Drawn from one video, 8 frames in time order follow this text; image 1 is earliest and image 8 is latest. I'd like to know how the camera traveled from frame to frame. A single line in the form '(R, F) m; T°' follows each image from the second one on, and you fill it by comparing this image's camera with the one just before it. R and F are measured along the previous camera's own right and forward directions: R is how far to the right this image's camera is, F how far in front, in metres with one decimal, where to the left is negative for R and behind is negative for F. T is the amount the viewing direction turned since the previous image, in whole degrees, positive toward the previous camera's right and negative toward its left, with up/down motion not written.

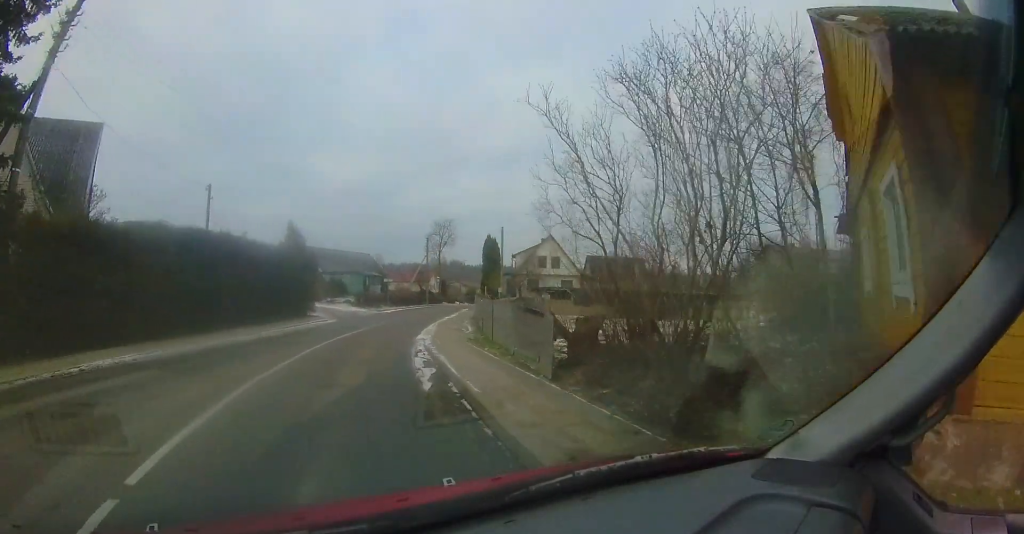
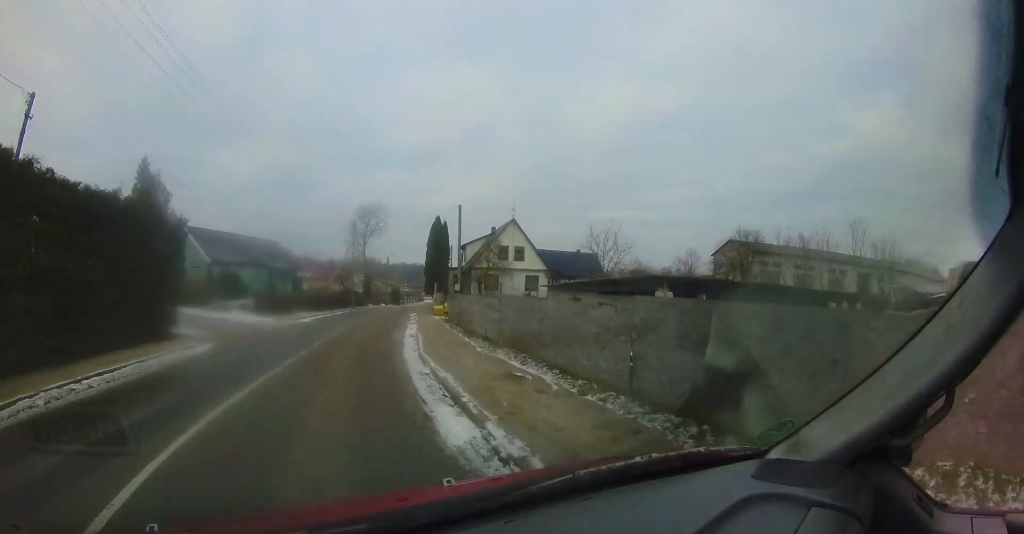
(+1.5, +9.5) m; +13°
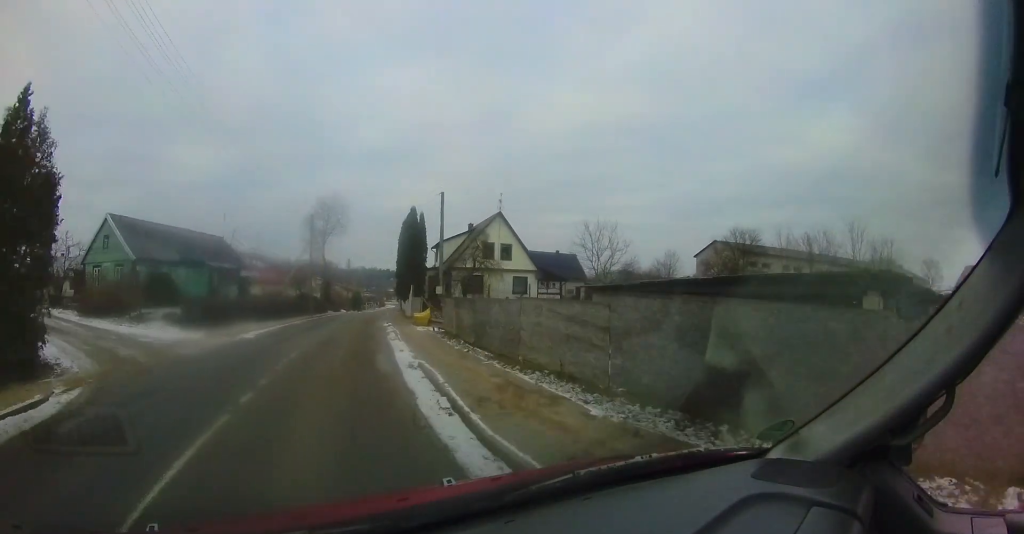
(+0.3, +5.1) m; +4°
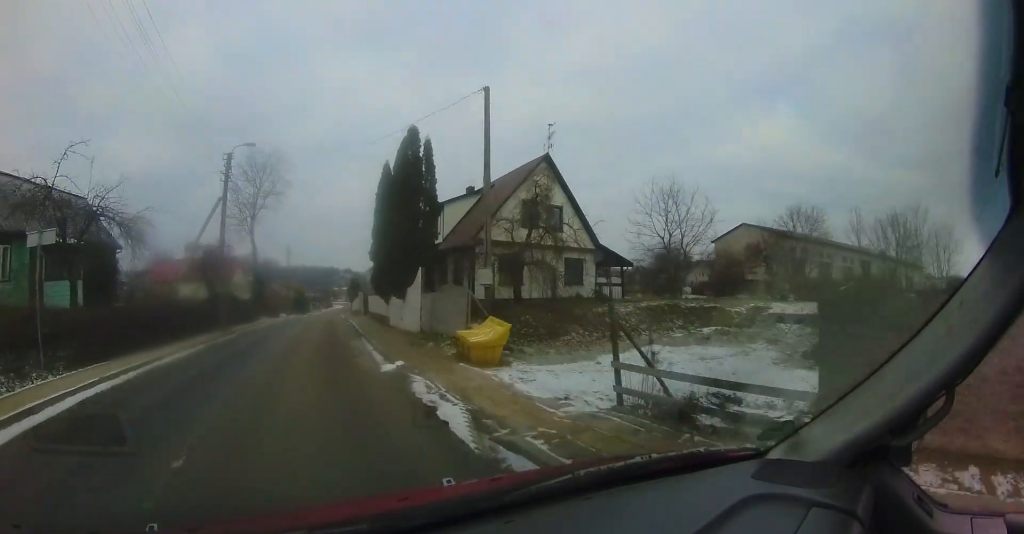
(+0.7, +13.4) m; +5°
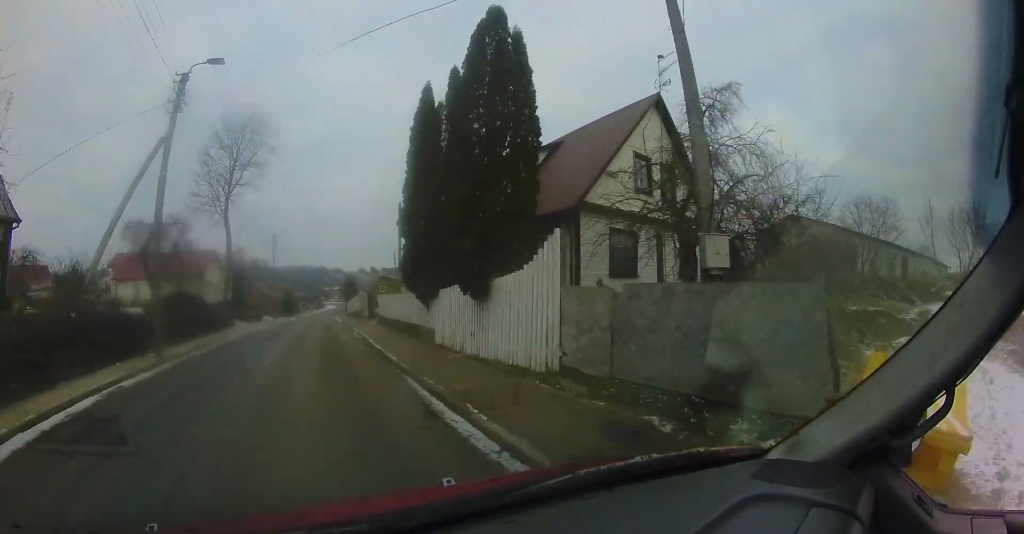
(+0.1, +7.7) m; +1°
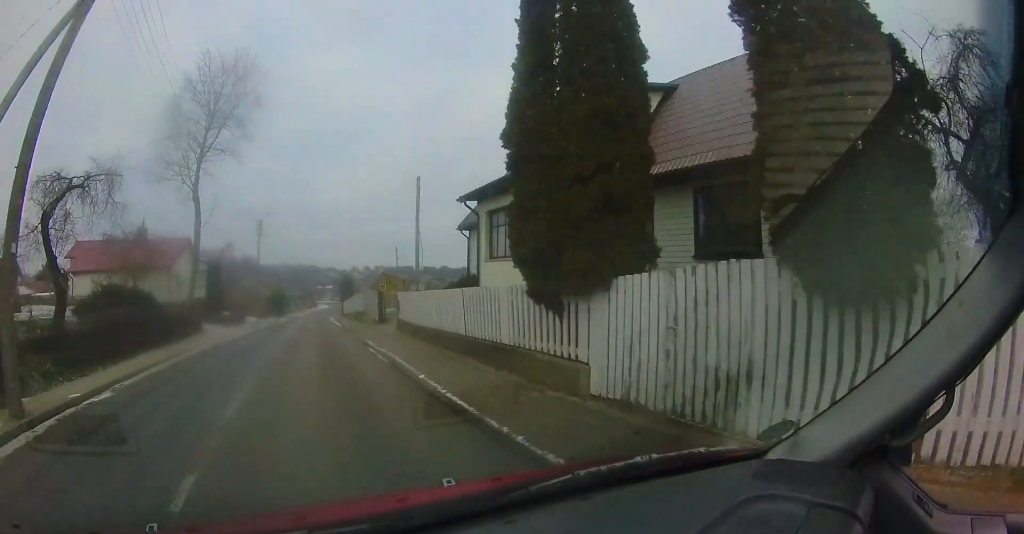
(0.0, +6.5) m; 0°
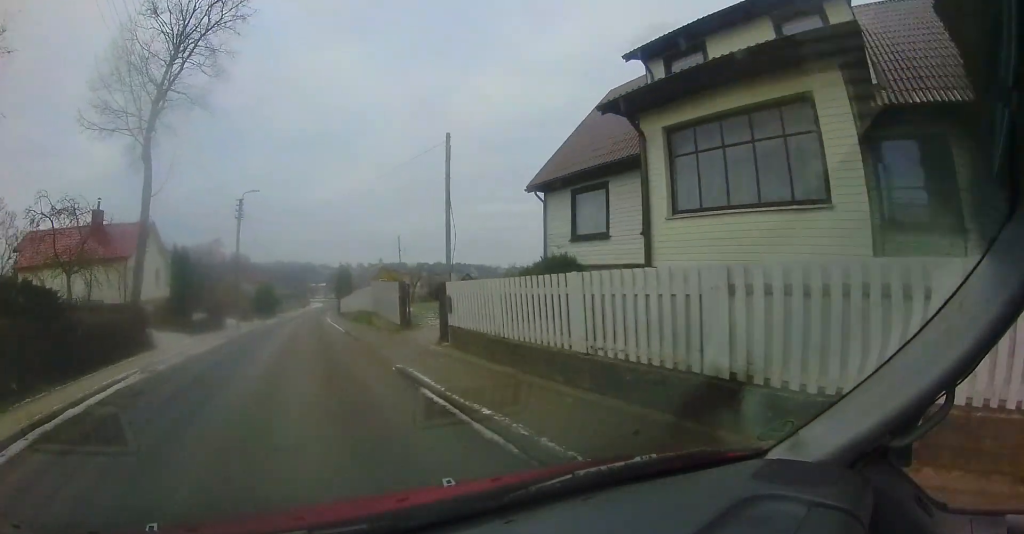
(0.0, +6.4) m; +1°
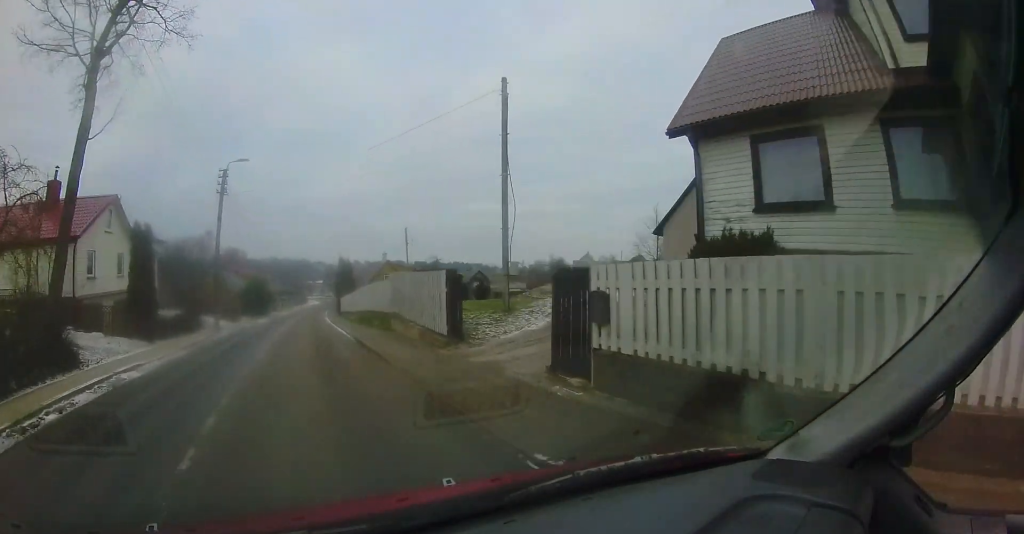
(0.0, +5.3) m; +1°
